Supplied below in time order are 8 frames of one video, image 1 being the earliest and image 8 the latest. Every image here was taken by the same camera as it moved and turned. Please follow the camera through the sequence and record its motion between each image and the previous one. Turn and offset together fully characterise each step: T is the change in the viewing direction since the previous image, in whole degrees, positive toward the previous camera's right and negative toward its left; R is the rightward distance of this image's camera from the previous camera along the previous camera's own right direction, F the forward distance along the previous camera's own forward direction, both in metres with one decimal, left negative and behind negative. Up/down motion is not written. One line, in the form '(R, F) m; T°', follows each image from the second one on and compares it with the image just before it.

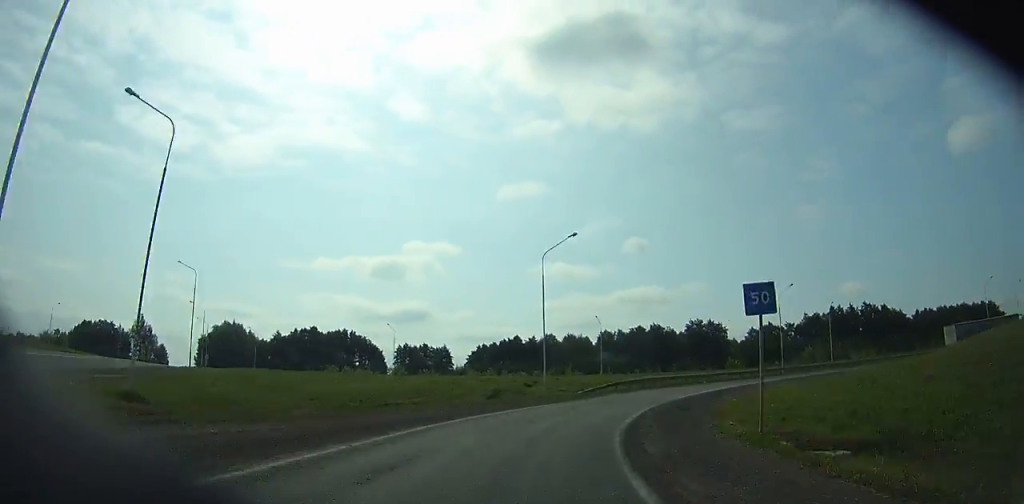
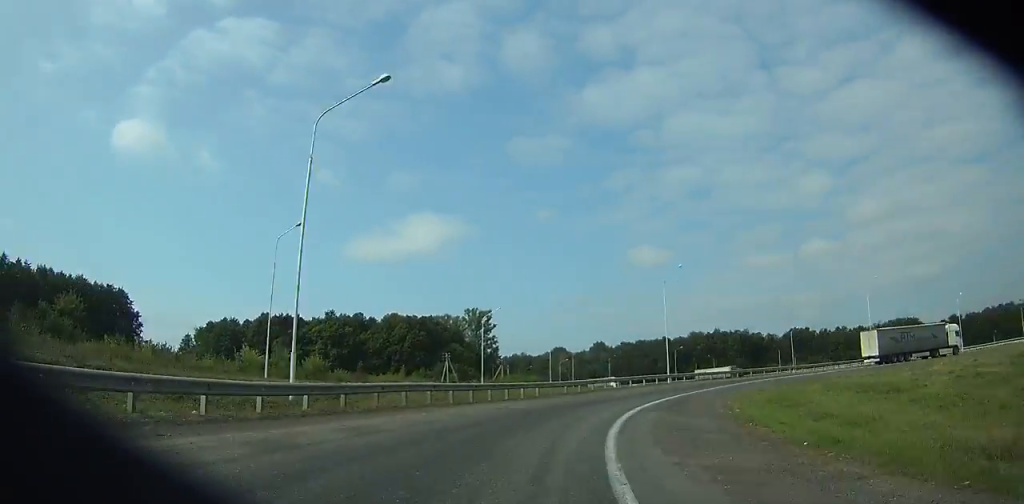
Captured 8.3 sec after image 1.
(+52.1, +64.7) m; +82°
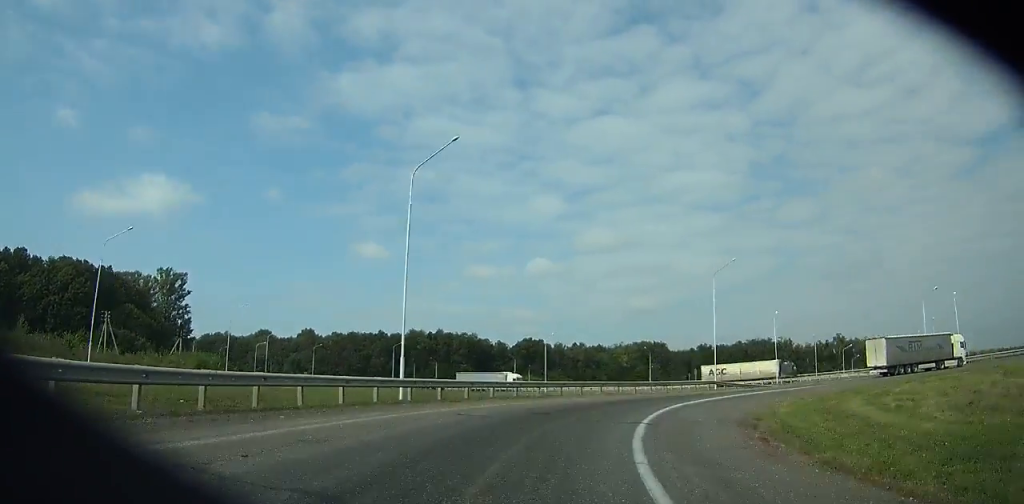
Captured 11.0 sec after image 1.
(+6.9, +27.9) m; +30°
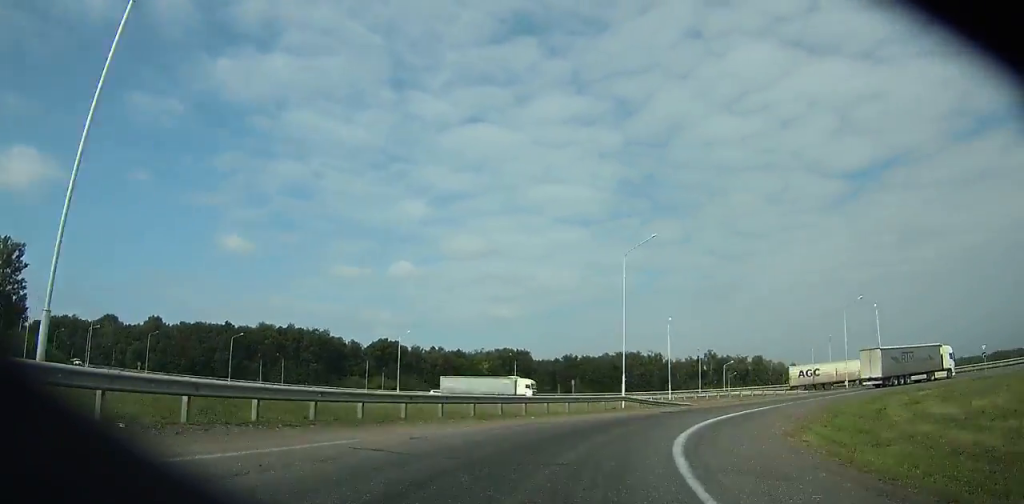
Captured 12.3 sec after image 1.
(+1.7, +14.3) m; +15°
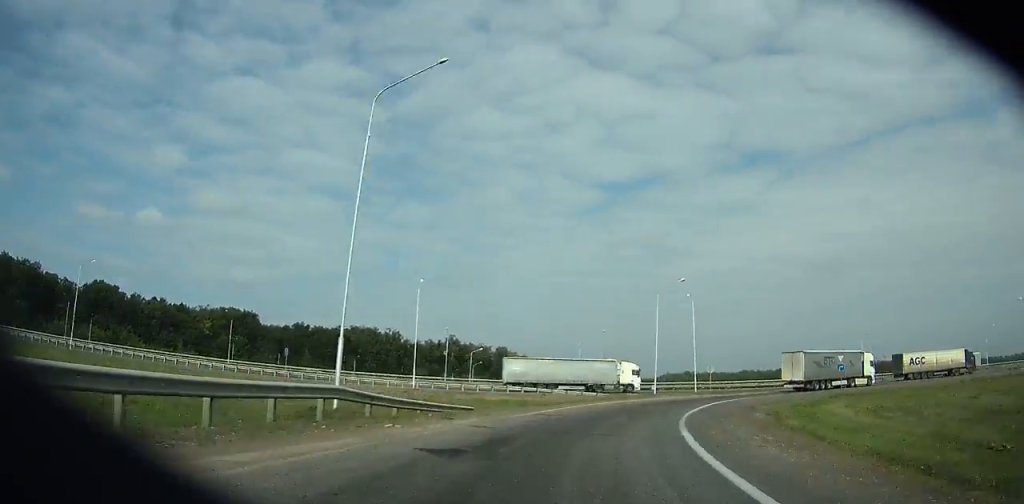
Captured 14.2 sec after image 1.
(+4.2, +19.0) m; +20°
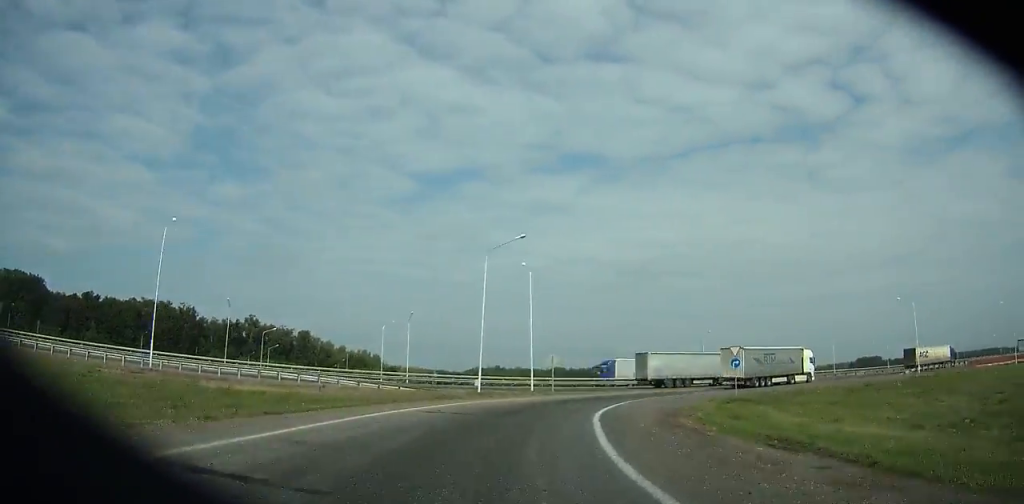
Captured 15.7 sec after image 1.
(+0.8, +15.5) m; +15°
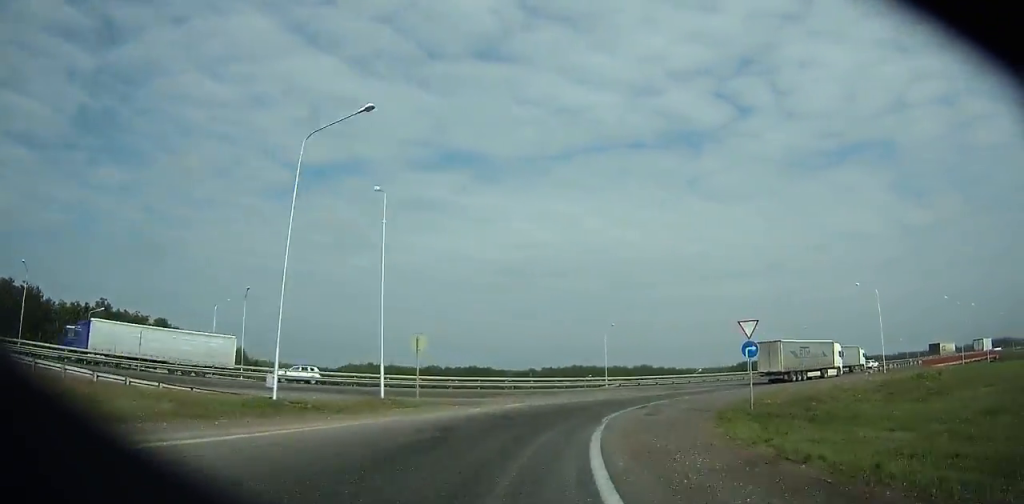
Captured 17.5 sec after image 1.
(+4.2, +16.7) m; +16°
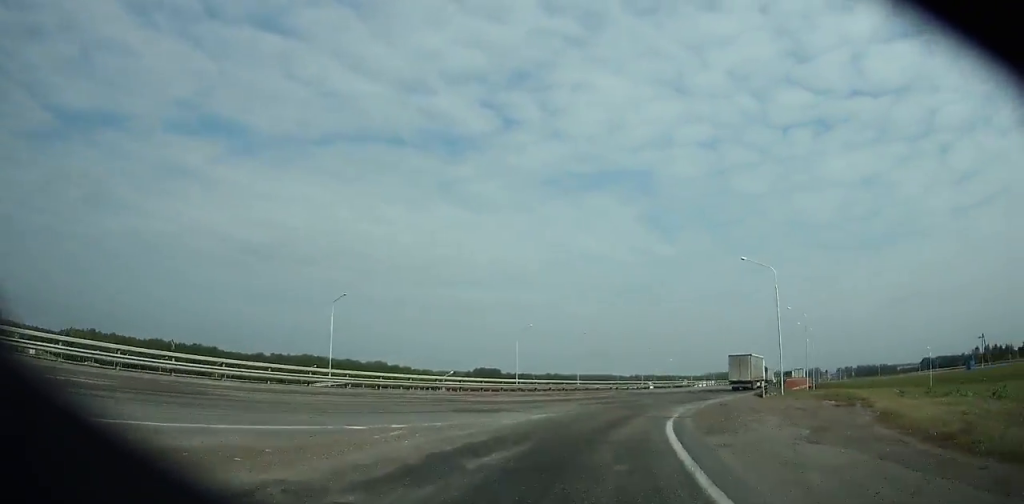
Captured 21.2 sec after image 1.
(+8.3, +32.9) m; +29°
